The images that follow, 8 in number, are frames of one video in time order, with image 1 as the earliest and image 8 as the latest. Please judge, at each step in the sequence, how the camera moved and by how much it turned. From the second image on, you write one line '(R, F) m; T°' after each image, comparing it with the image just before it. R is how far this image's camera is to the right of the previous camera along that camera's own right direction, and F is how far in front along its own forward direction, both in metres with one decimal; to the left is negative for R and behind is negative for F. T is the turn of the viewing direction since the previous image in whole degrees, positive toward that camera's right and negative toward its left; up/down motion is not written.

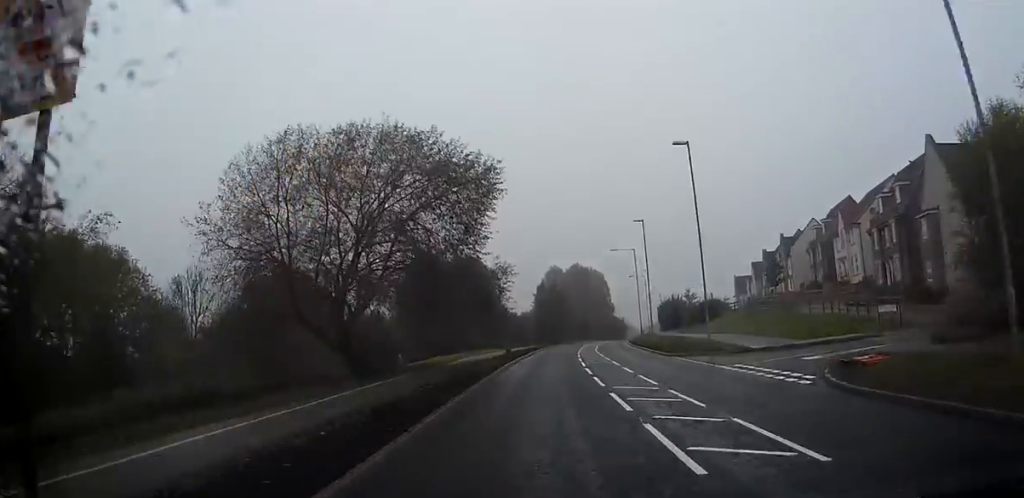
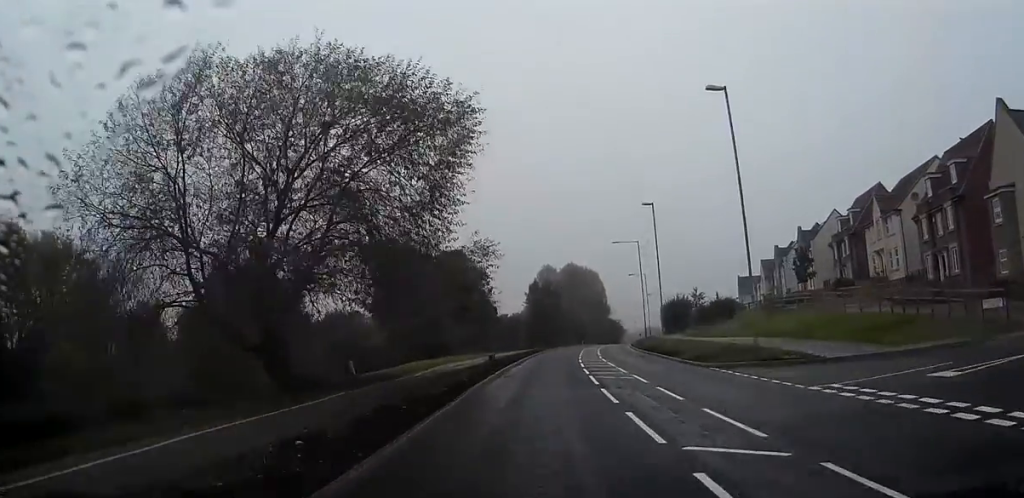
(+0.2, +9.9) m; +3°
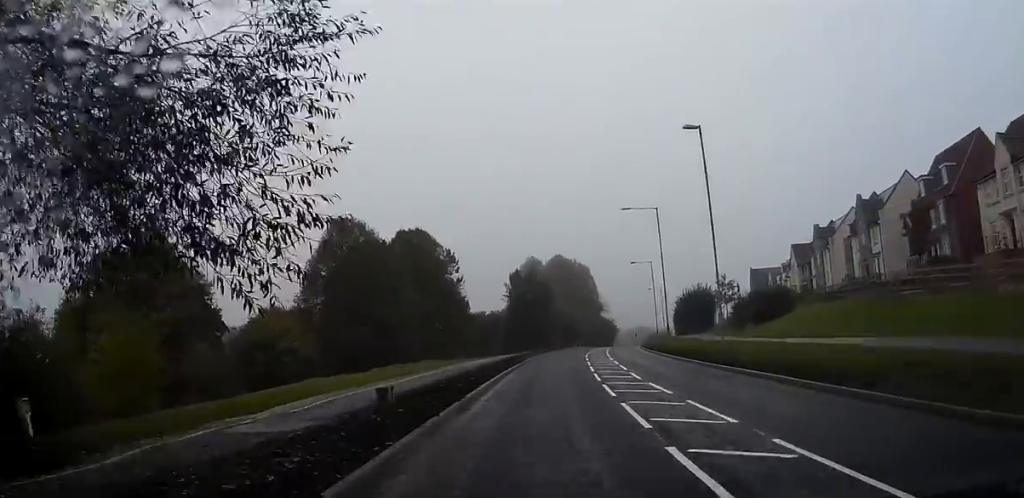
(+0.3, +22.8) m; +1°
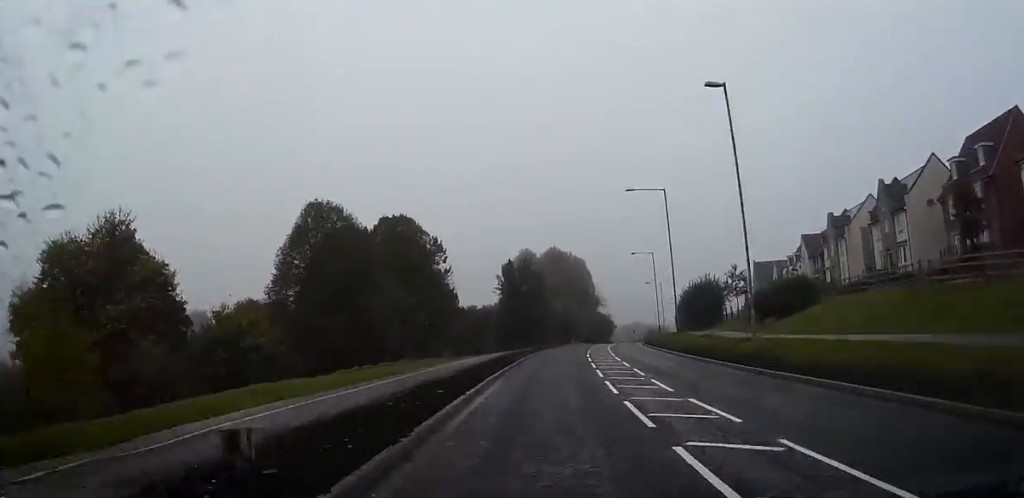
(0.0, +6.4) m; 0°
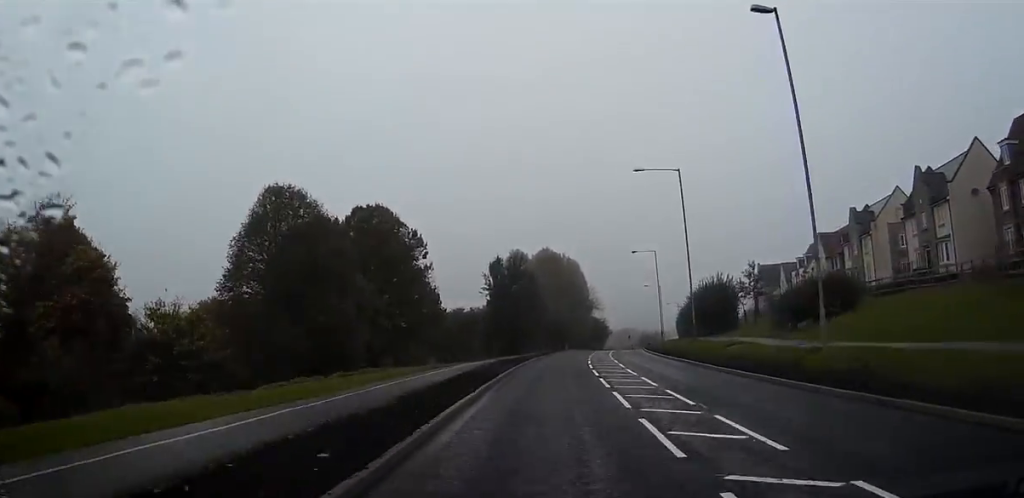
(0.0, +8.6) m; +1°
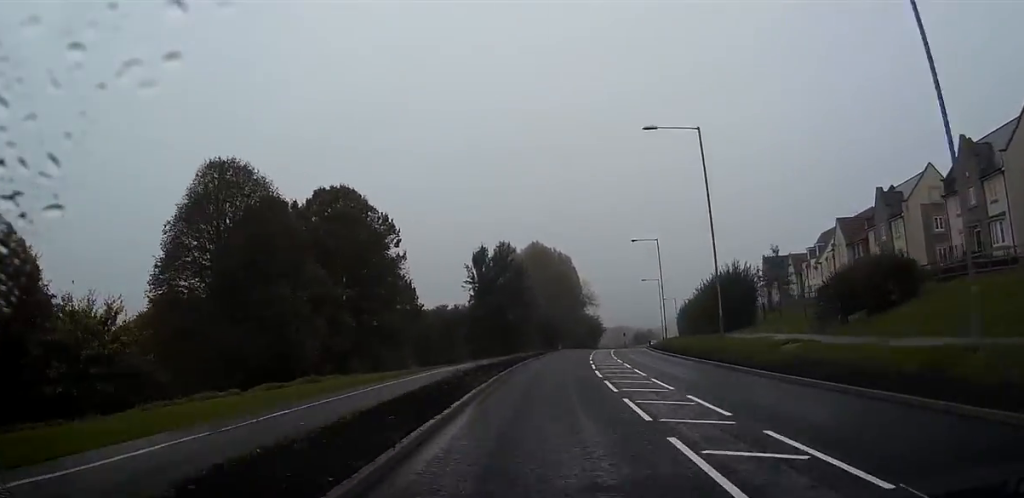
(+0.1, +9.0) m; +1°
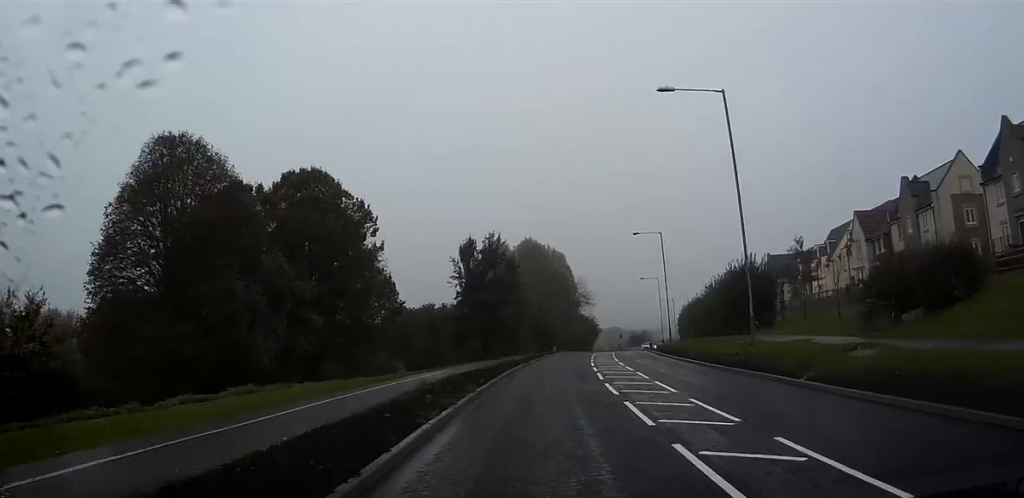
(0.0, +6.5) m; 0°
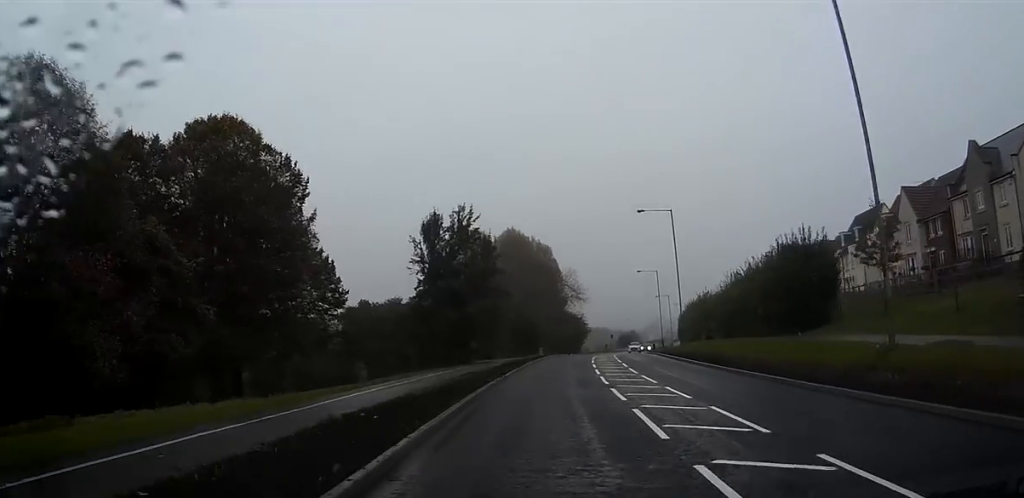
(0.0, +13.9) m; +1°
